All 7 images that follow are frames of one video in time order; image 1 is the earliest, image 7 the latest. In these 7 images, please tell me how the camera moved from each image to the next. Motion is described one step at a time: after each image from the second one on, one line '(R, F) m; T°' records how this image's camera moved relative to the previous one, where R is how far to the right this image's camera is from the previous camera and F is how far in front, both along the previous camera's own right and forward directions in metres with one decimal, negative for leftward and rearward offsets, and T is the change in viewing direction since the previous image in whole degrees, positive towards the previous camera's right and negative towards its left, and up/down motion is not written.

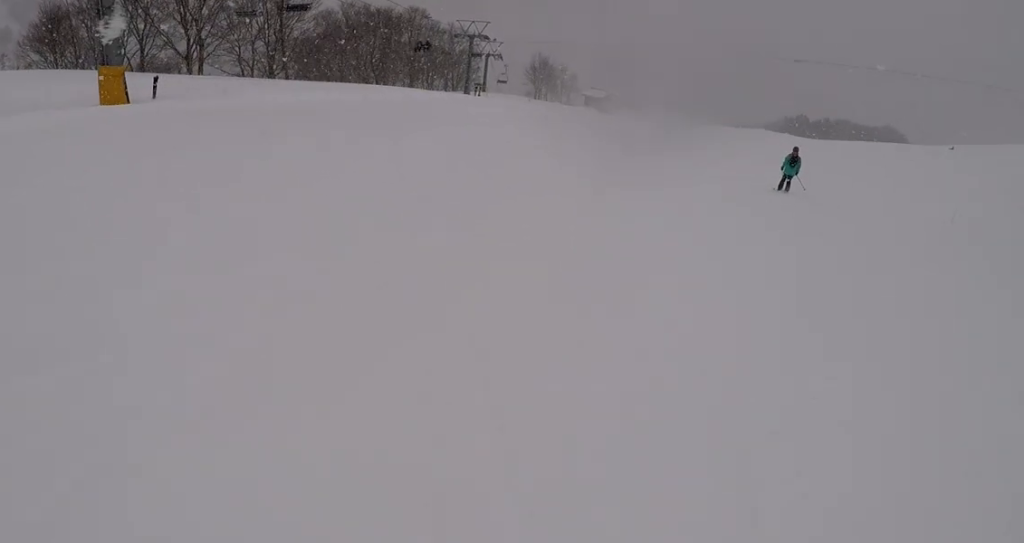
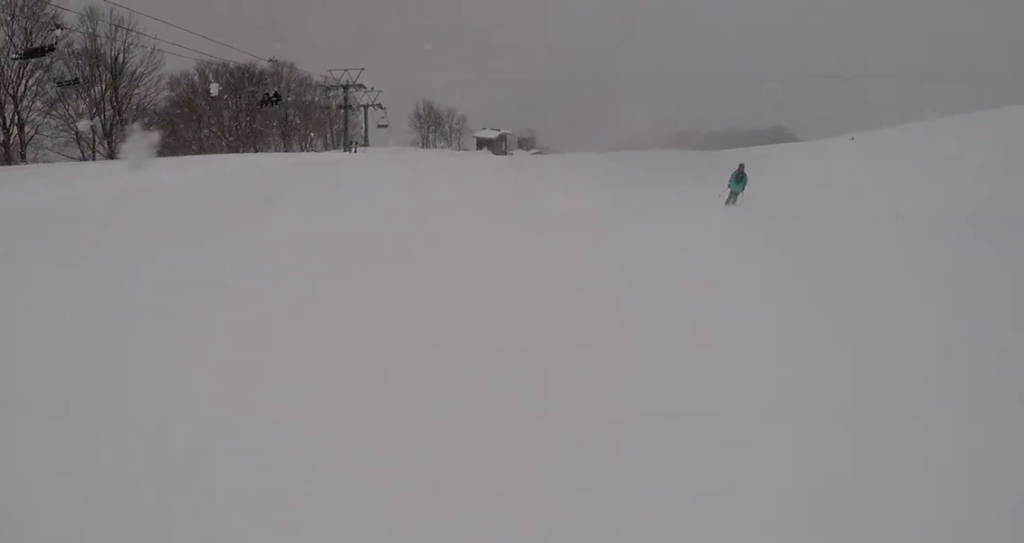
(+1.0, +9.2) m; +6°
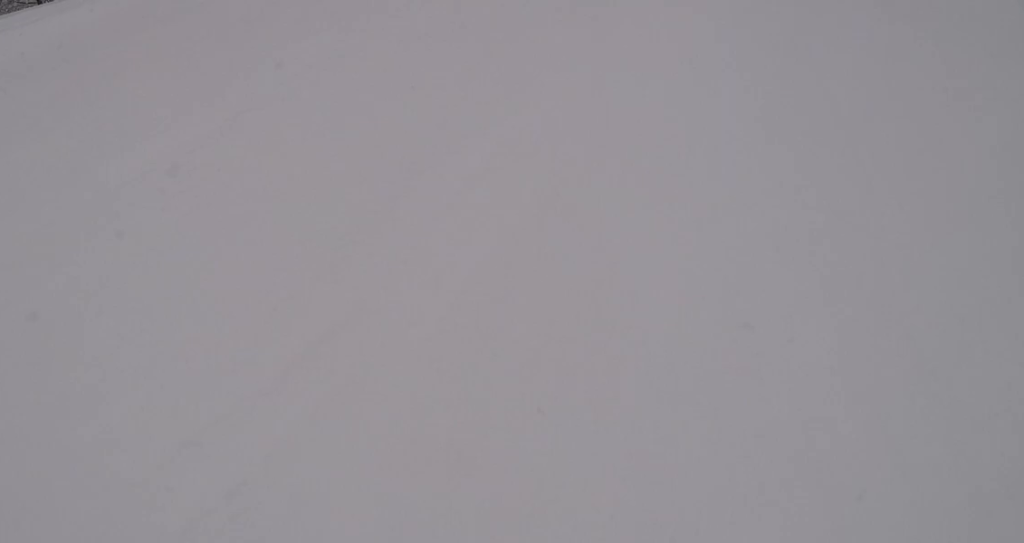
(+0.1, +7.4) m; +6°
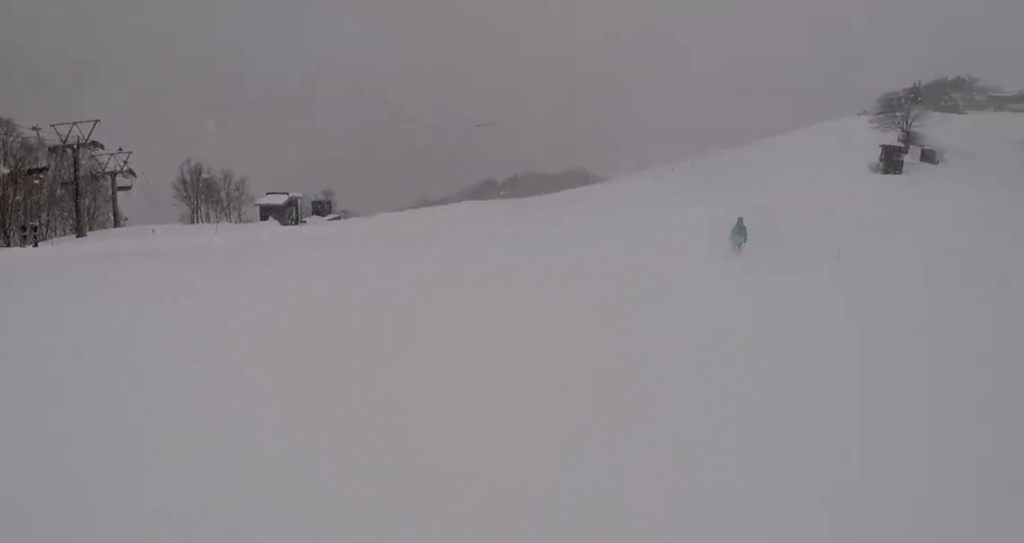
(+1.1, +11.0) m; +9°
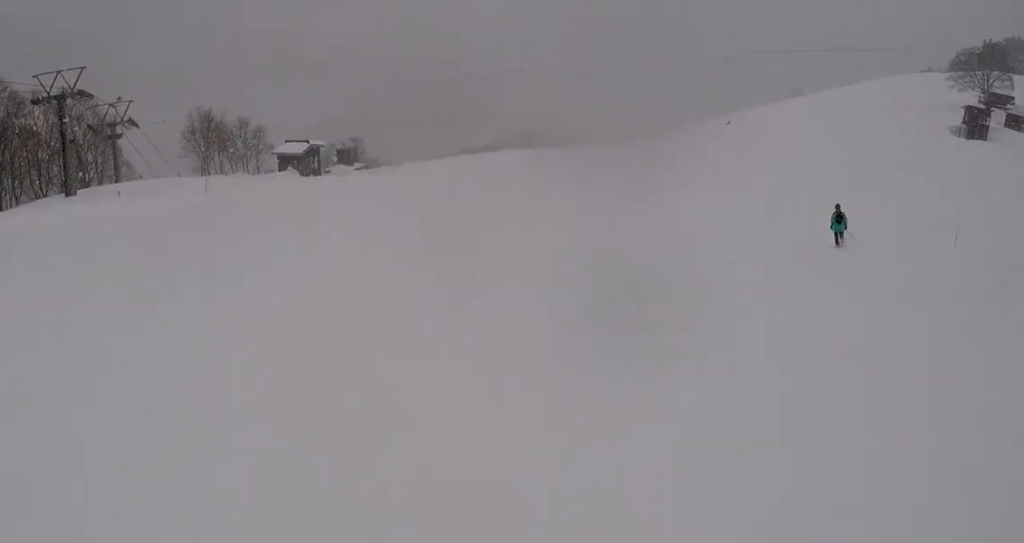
(+0.2, +7.6) m; +6°
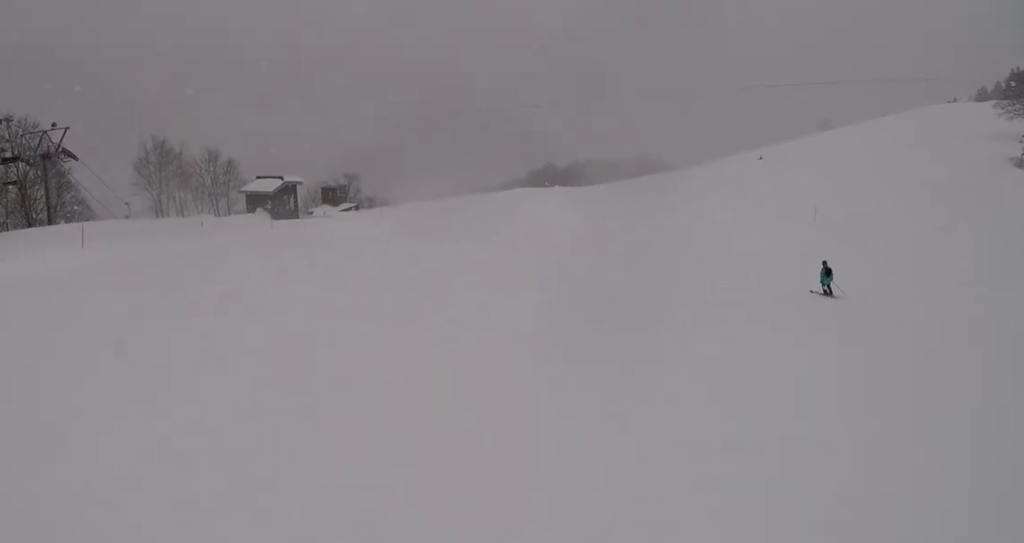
(+1.3, +12.6) m; +2°
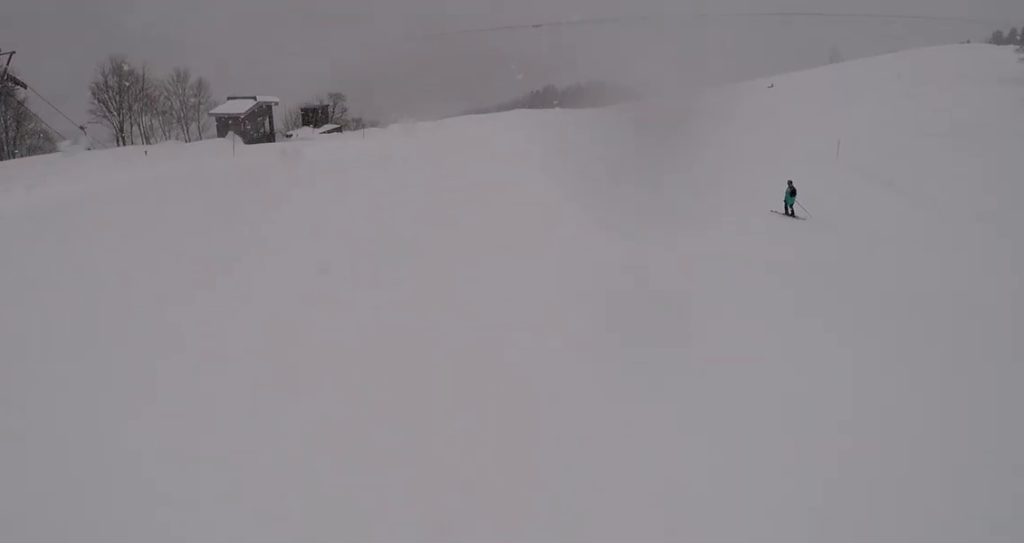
(-0.6, +4.5) m; -4°
